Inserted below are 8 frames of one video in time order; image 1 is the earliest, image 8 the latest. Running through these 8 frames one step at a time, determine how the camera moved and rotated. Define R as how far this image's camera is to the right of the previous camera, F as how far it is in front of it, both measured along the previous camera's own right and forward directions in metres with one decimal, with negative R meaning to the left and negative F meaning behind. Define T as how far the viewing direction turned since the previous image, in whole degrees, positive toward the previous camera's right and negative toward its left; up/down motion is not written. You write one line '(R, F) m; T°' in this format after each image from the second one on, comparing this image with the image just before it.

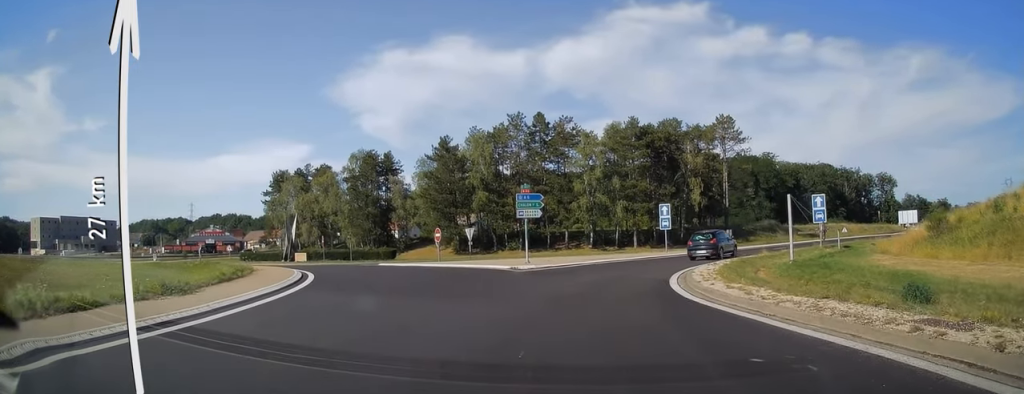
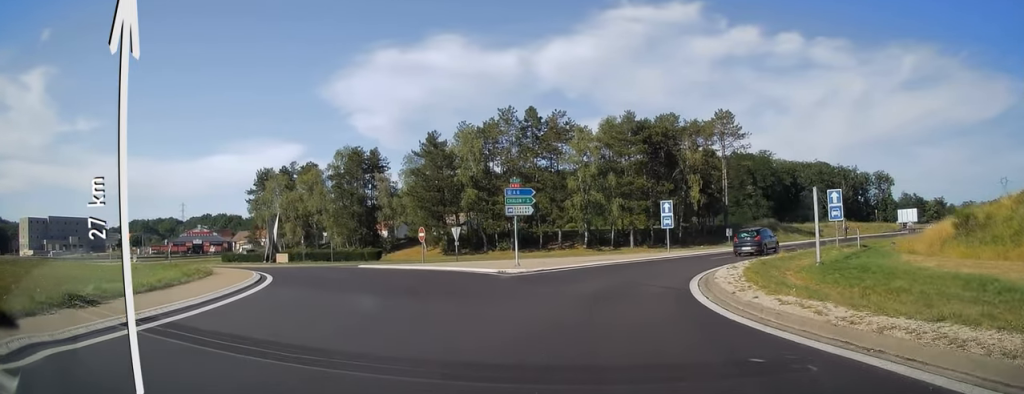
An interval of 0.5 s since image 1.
(0.0, +3.5) m; +1°
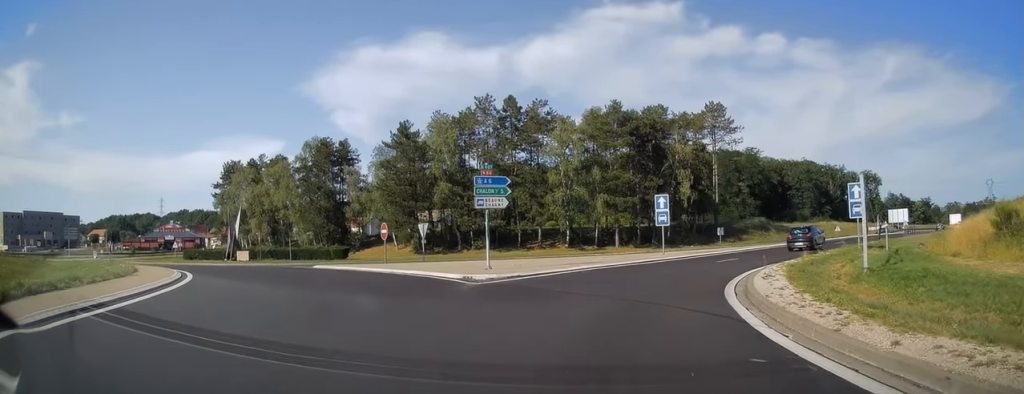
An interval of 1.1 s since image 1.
(0.0, +5.4) m; +4°
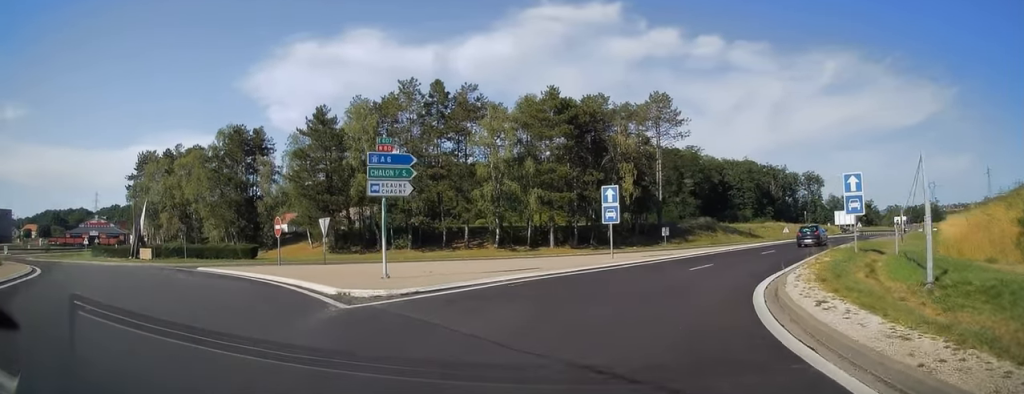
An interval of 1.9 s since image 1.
(+0.4, +6.9) m; +7°
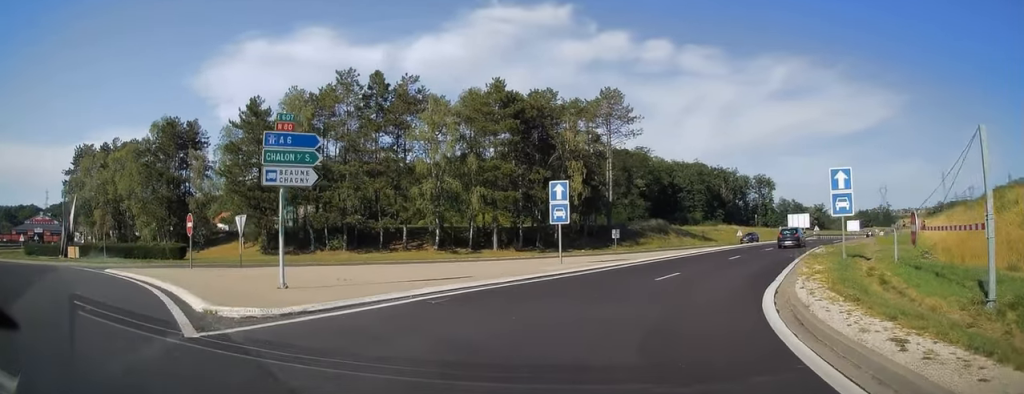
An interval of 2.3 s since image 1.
(0.0, +3.8) m; +4°
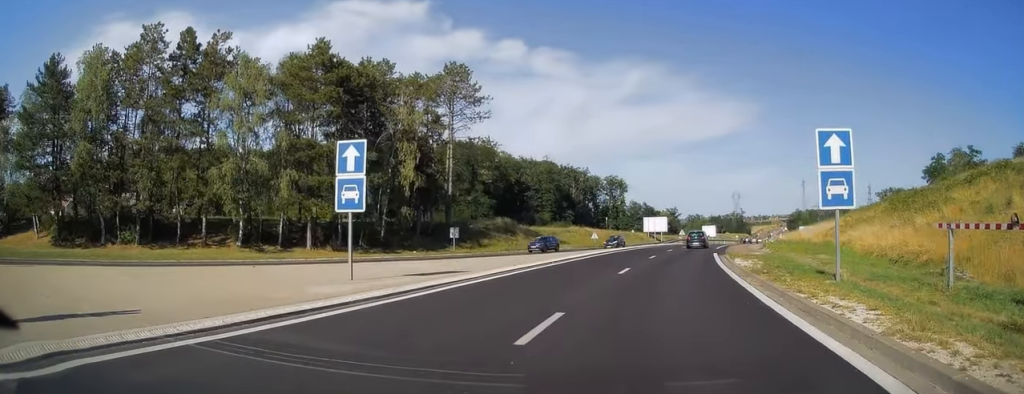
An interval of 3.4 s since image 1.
(+1.1, +10.7) m; +13°
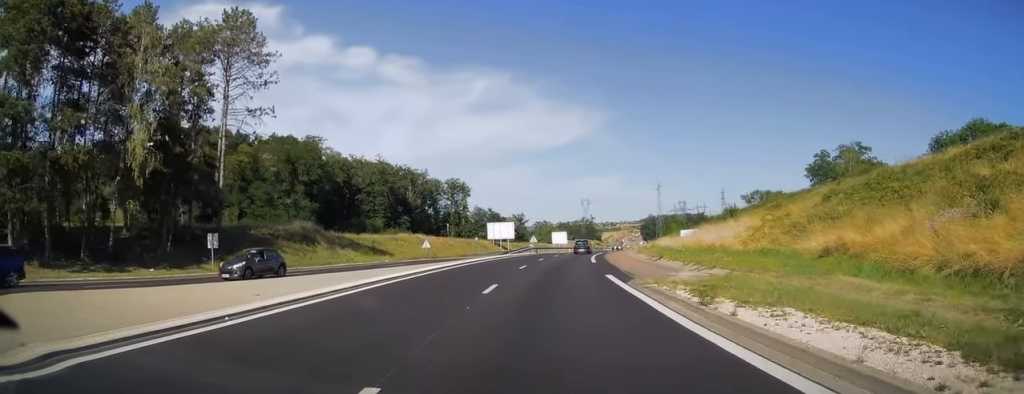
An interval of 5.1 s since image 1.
(+3.0, +18.2) m; +13°
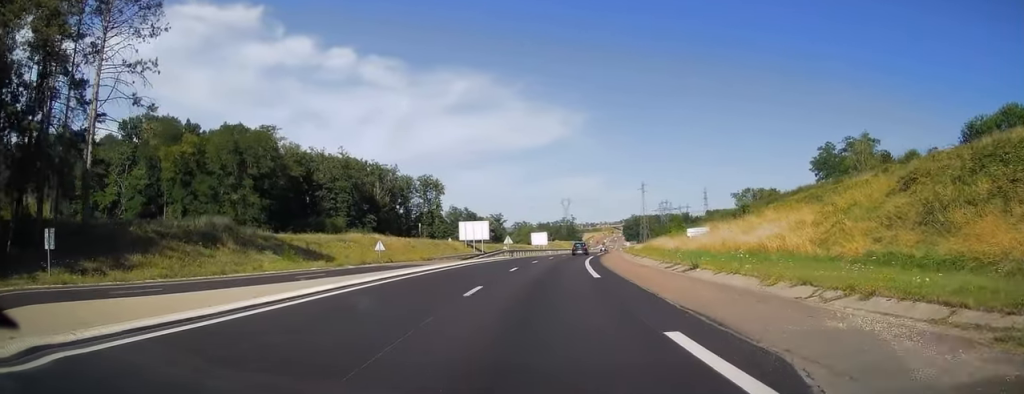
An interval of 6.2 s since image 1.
(+0.4, +13.8) m; +2°
